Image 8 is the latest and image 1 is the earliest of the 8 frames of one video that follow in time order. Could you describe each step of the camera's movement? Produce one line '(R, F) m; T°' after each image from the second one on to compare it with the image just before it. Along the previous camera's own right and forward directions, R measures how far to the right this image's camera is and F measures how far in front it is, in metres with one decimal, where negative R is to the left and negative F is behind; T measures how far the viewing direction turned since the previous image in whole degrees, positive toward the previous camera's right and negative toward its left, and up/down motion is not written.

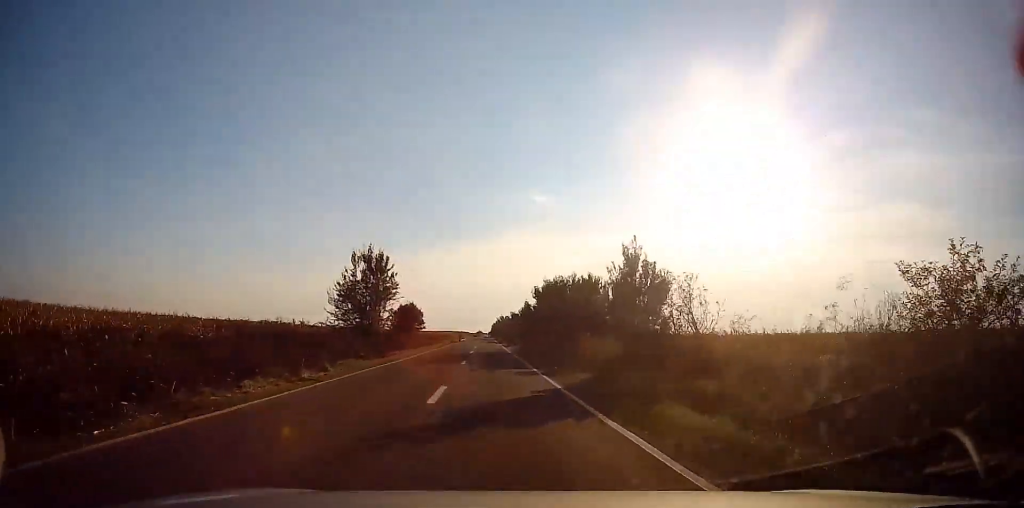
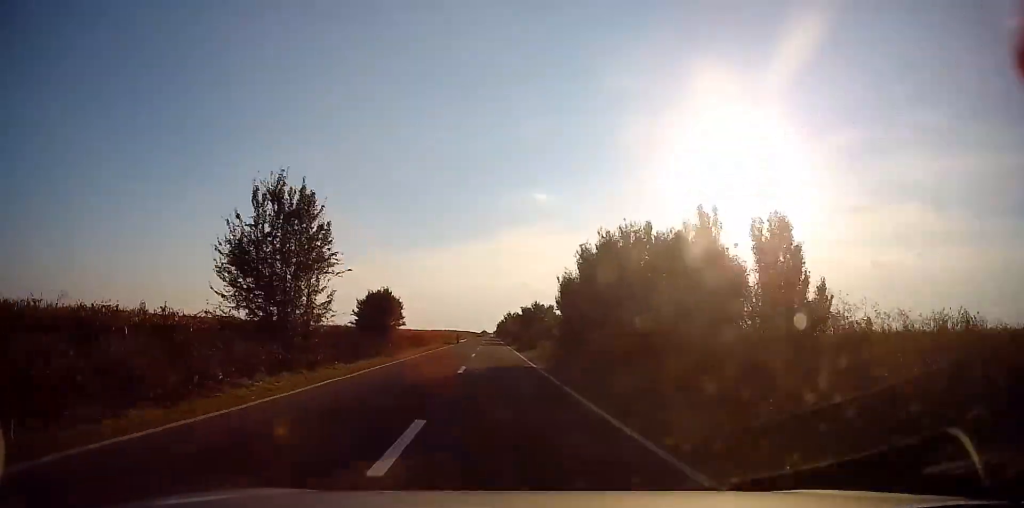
(0.0, +16.8) m; 0°
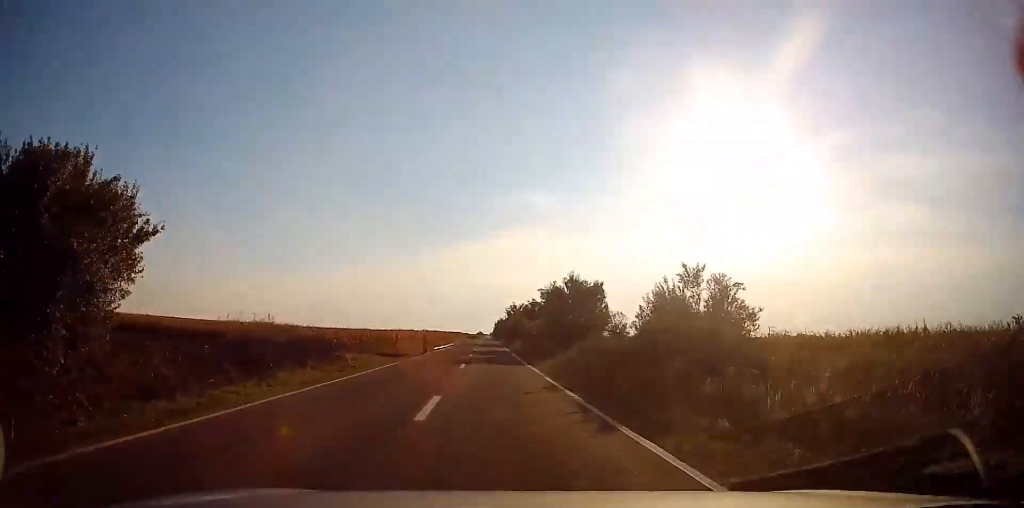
(-0.2, +33.8) m; 0°
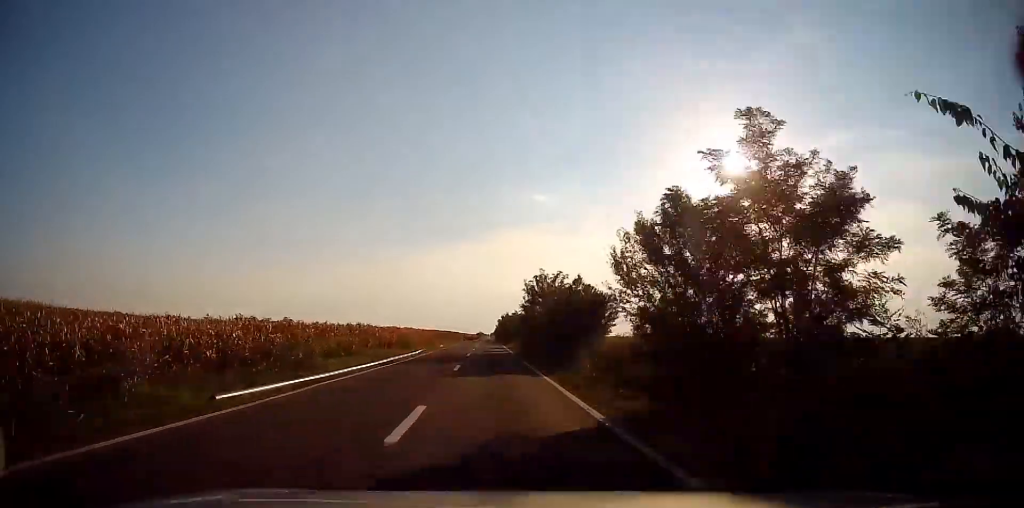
(-0.1, +38.1) m; 0°
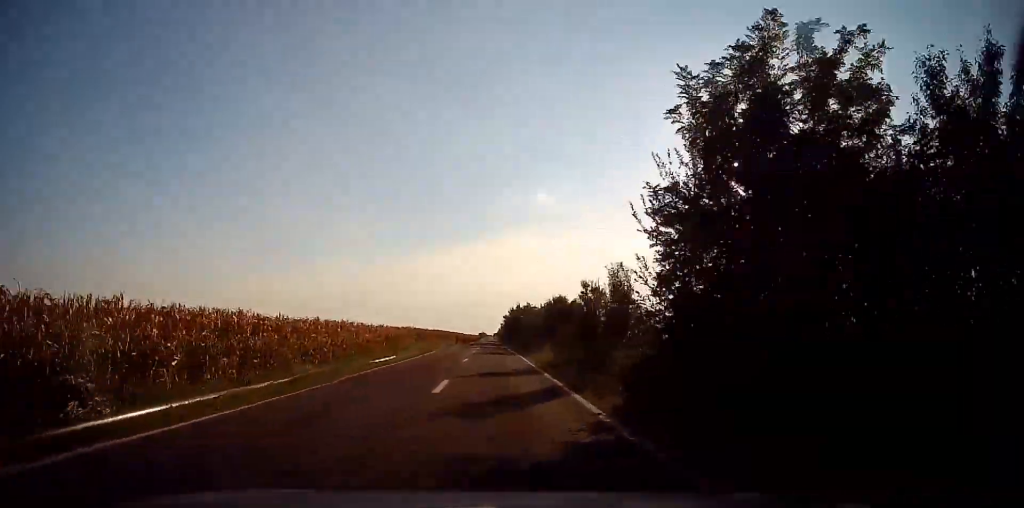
(+0.2, +30.6) m; +1°
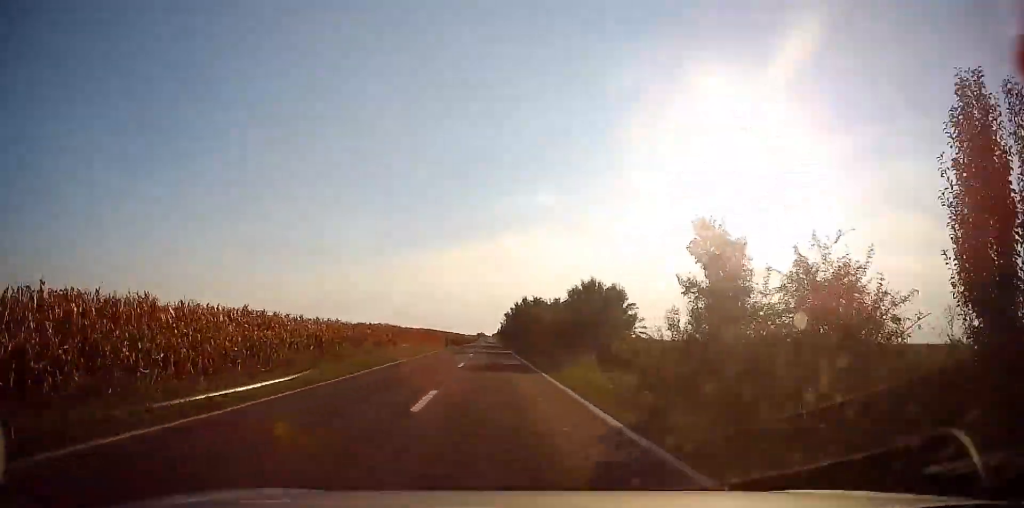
(0.0, +14.8) m; 0°
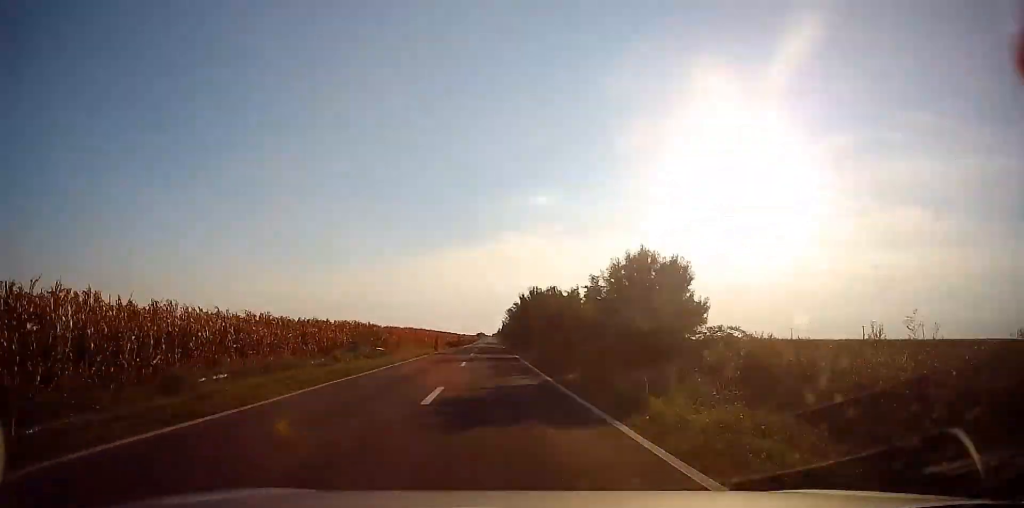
(+0.1, +10.8) m; 0°
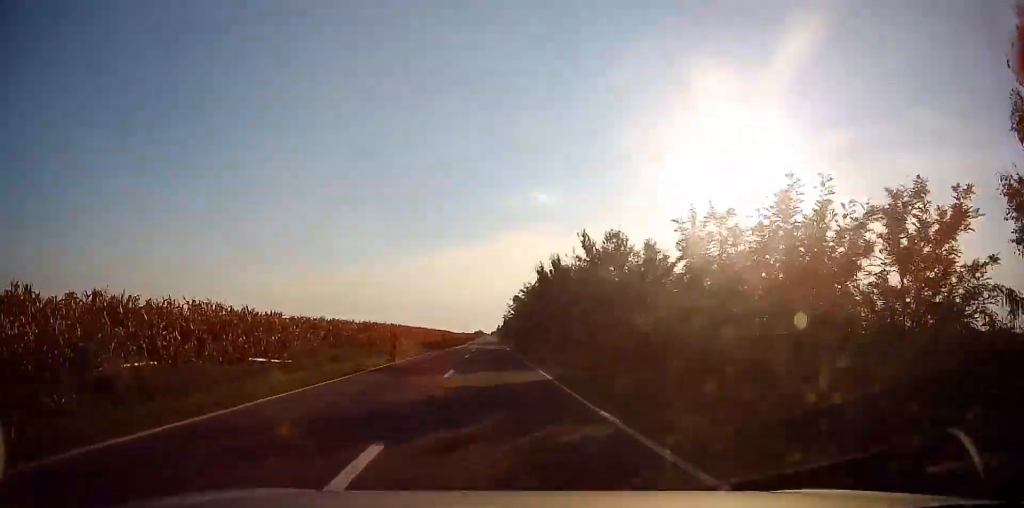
(0.0, +18.8) m; 0°
